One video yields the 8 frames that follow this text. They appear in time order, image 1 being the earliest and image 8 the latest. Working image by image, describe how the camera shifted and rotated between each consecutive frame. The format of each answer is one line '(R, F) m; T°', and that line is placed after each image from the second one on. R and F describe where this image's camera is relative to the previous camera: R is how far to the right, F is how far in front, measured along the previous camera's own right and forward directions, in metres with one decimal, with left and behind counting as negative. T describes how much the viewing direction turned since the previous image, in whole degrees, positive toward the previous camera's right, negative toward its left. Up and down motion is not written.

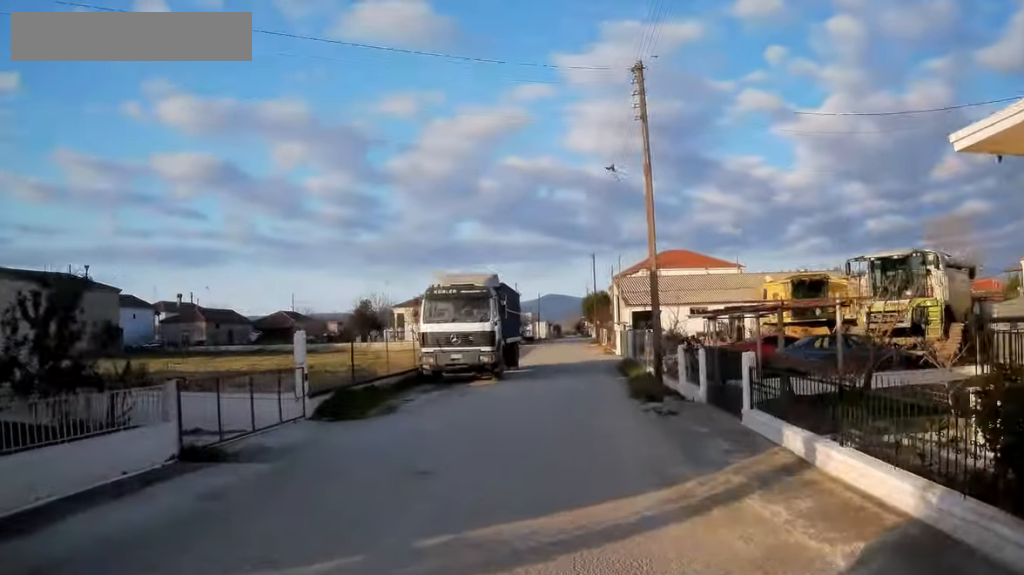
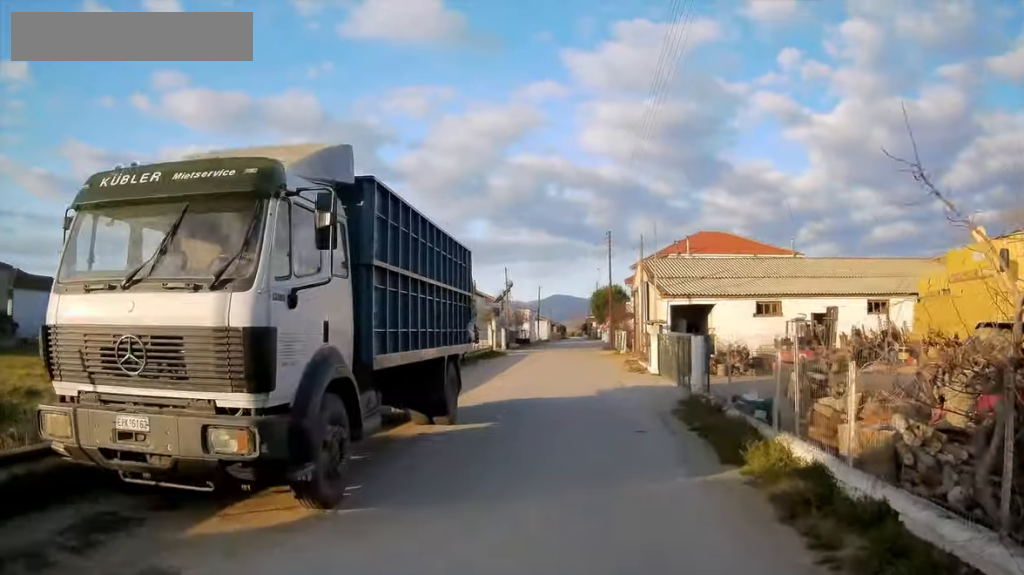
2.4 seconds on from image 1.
(+0.2, +14.7) m; +1°
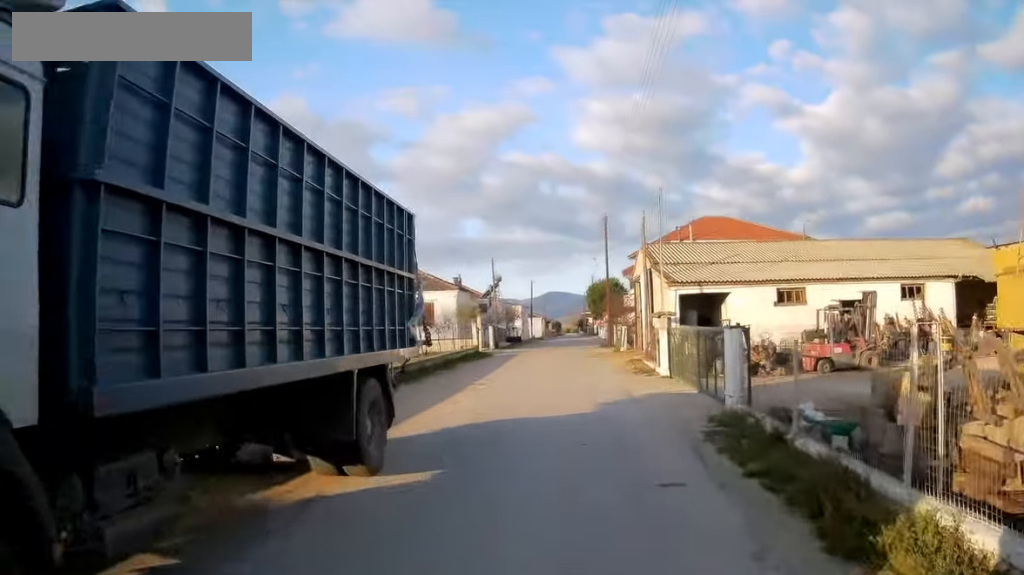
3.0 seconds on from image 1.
(0.0, +4.0) m; +1°
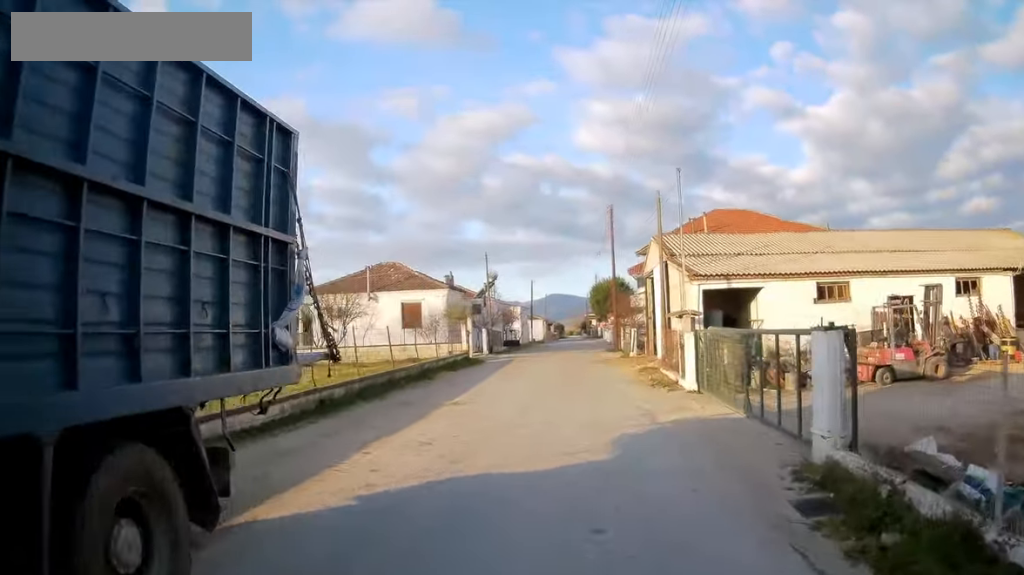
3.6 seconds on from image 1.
(0.0, +4.0) m; +1°
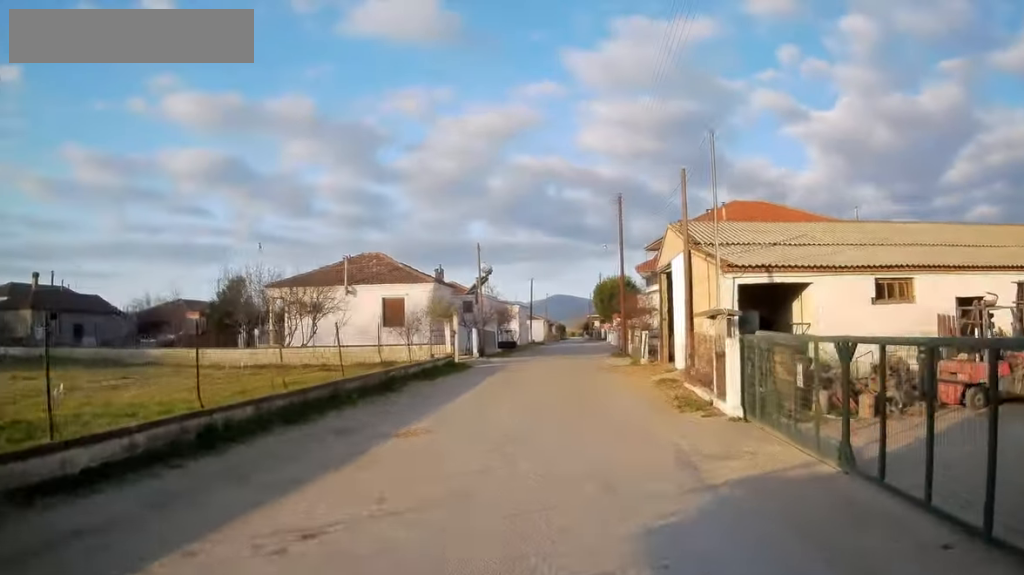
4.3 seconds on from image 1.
(0.0, +4.1) m; -1°
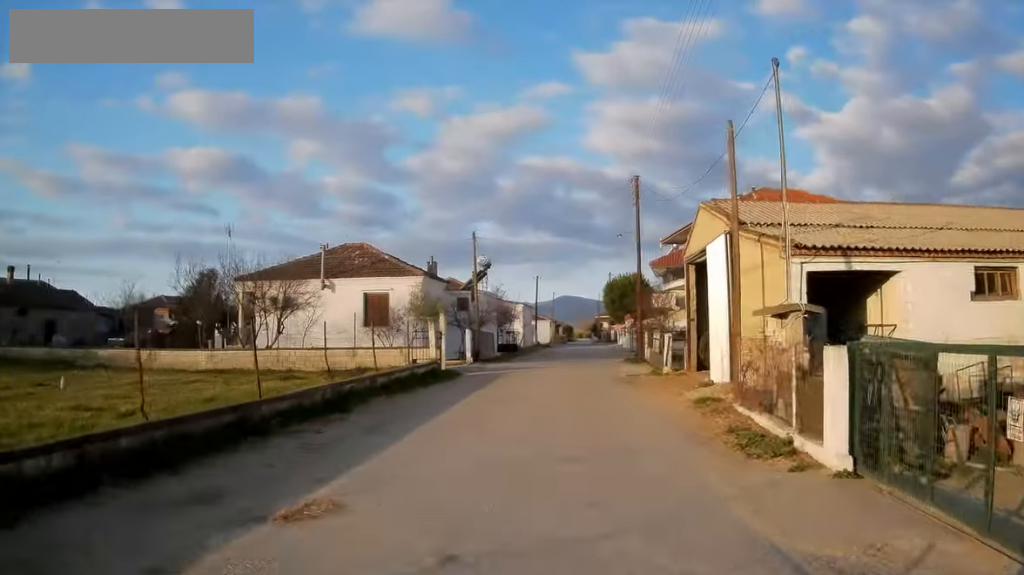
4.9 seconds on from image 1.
(+0.1, +4.2) m; -2°
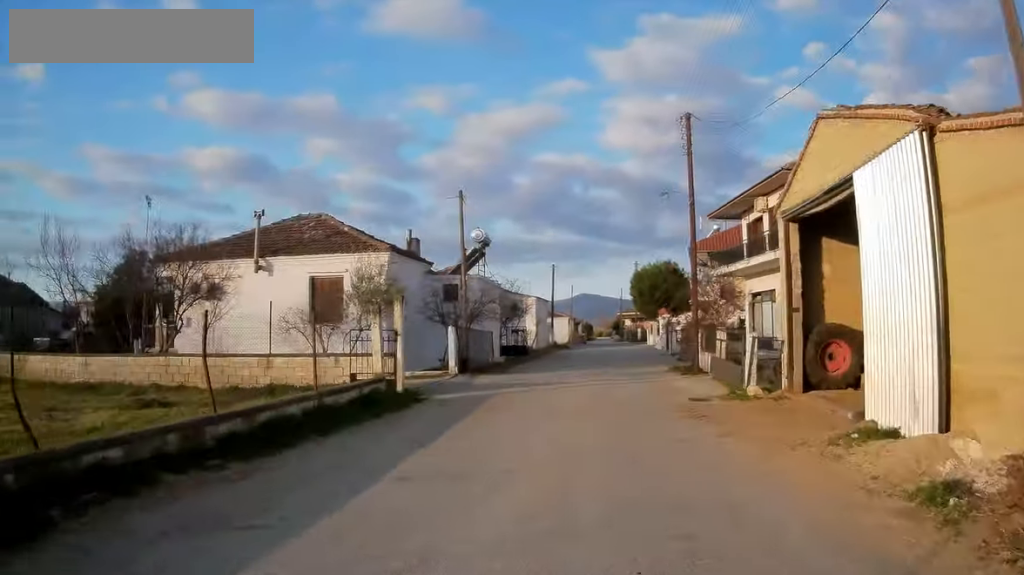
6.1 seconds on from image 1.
(-0.4, +8.2) m; -2°
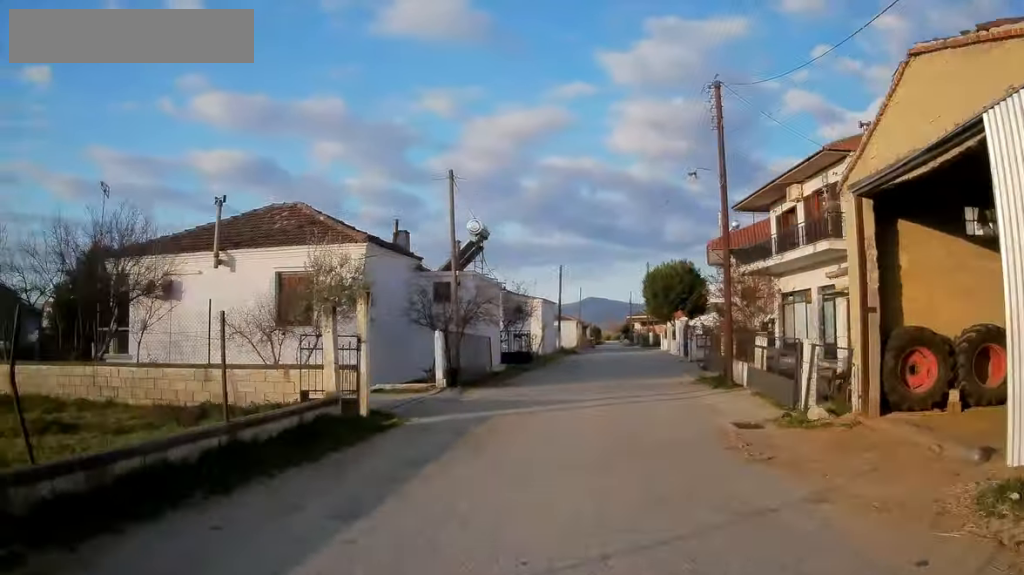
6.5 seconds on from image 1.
(+0.1, +3.1) m; 0°
